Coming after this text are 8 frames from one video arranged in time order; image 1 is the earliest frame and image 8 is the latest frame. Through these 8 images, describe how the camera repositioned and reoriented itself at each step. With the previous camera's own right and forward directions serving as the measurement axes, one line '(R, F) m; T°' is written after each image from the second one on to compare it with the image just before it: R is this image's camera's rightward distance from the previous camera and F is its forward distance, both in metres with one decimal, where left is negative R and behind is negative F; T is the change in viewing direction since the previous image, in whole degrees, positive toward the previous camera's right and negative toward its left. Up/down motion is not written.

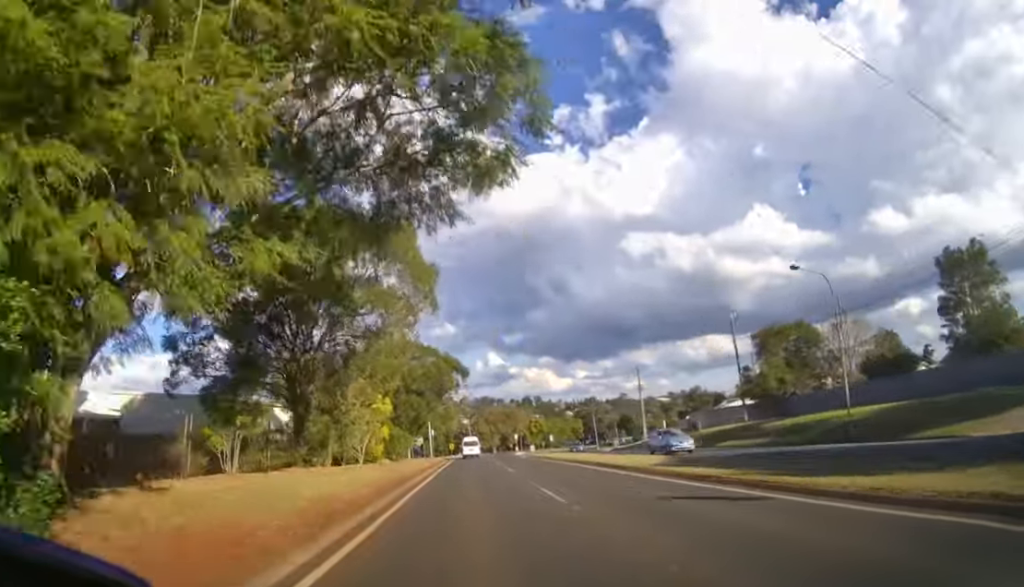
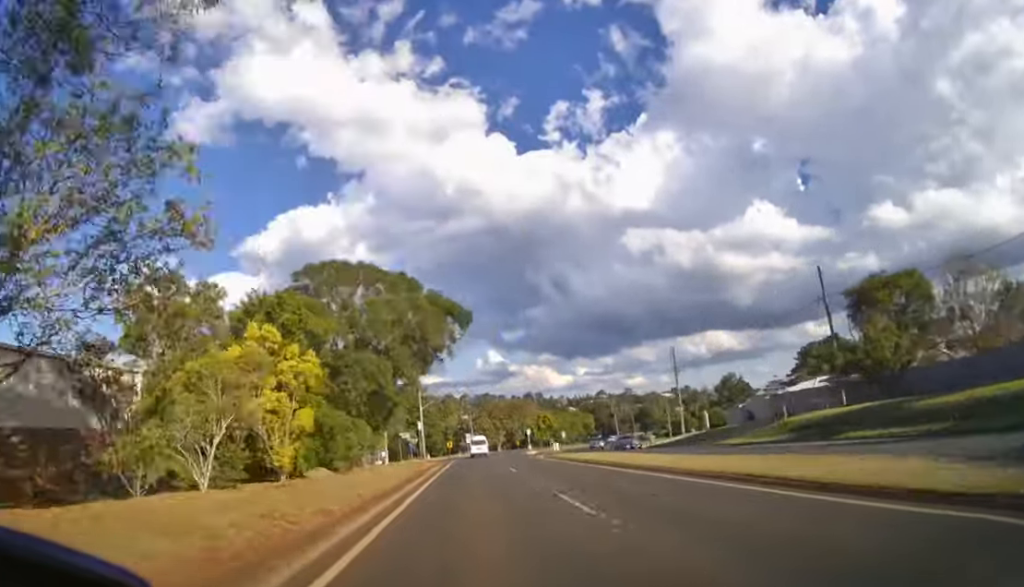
(0.0, +12.9) m; 0°
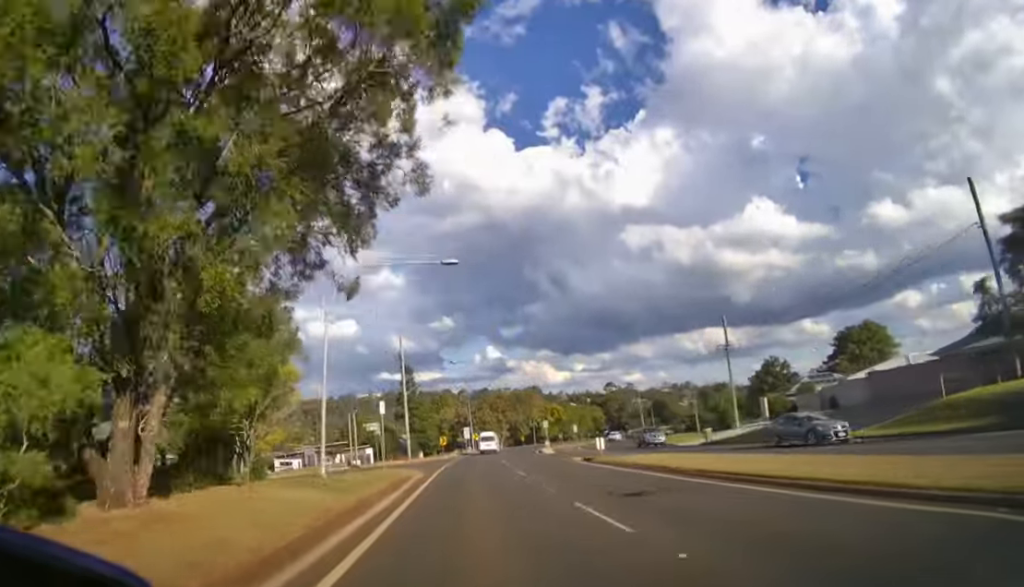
(0.0, +12.6) m; 0°
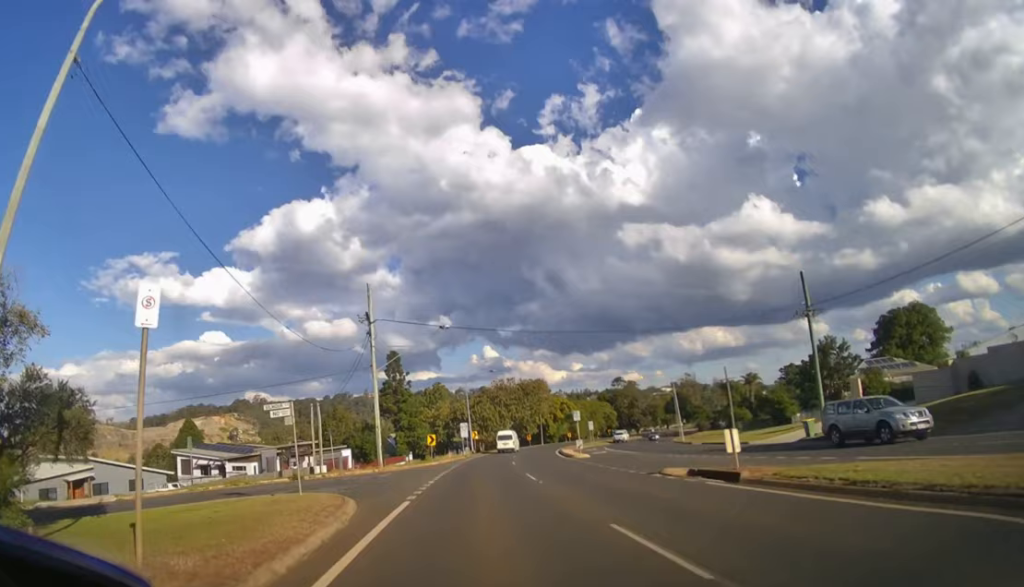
(0.0, +13.2) m; 0°
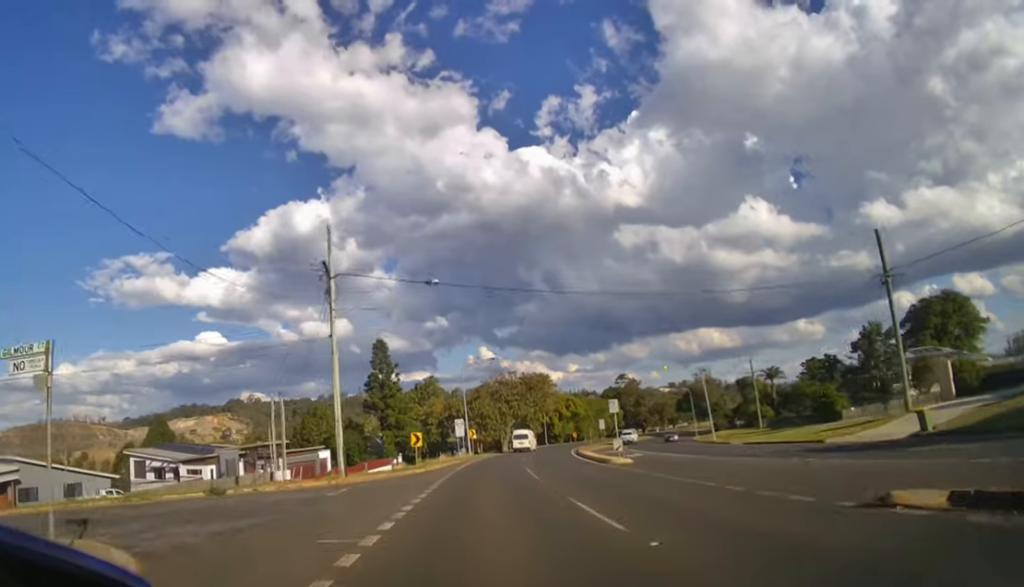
(+0.1, +9.0) m; +1°
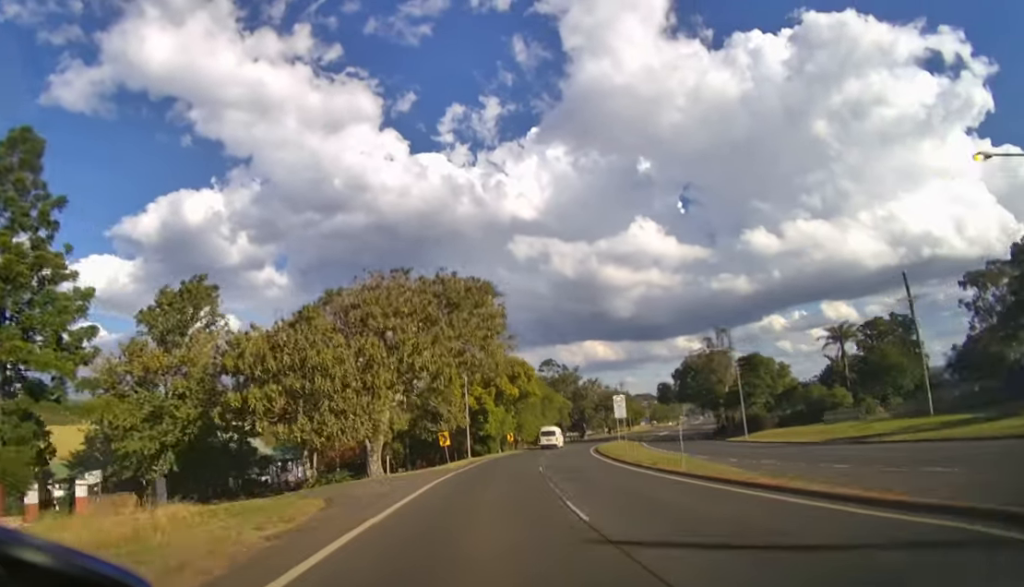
(+3.8, +48.1) m; +11°
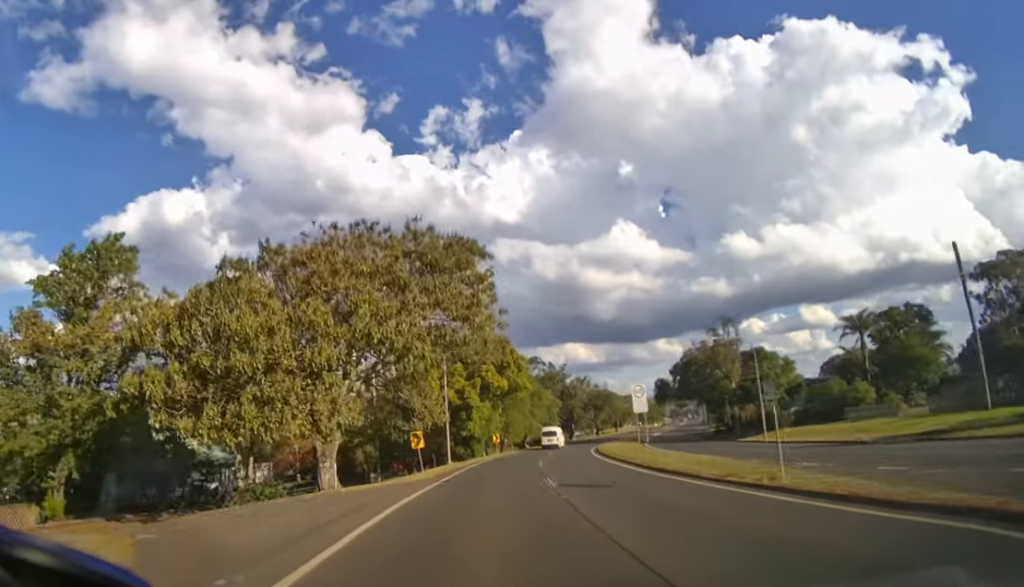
(0.0, +7.1) m; +2°
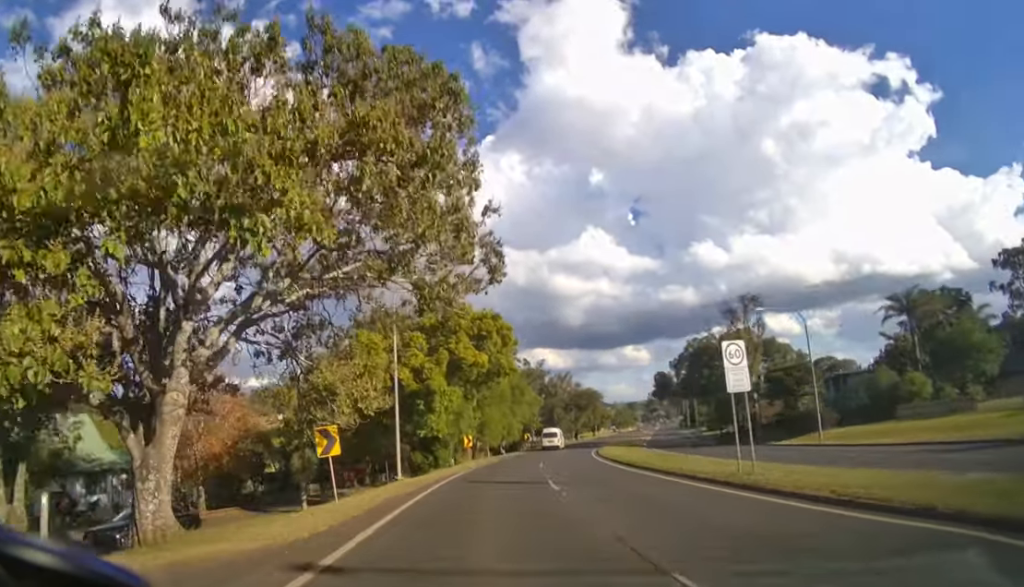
(+0.6, +12.2) m; +4°
